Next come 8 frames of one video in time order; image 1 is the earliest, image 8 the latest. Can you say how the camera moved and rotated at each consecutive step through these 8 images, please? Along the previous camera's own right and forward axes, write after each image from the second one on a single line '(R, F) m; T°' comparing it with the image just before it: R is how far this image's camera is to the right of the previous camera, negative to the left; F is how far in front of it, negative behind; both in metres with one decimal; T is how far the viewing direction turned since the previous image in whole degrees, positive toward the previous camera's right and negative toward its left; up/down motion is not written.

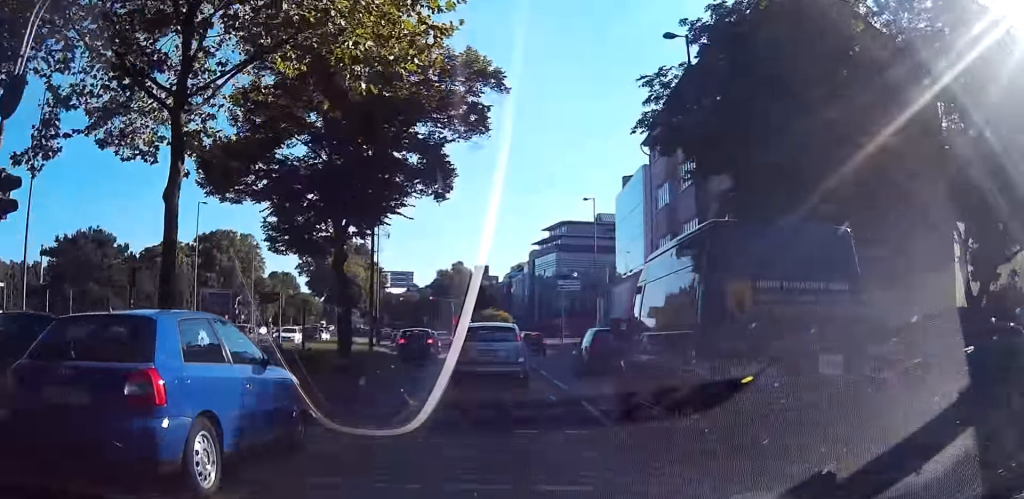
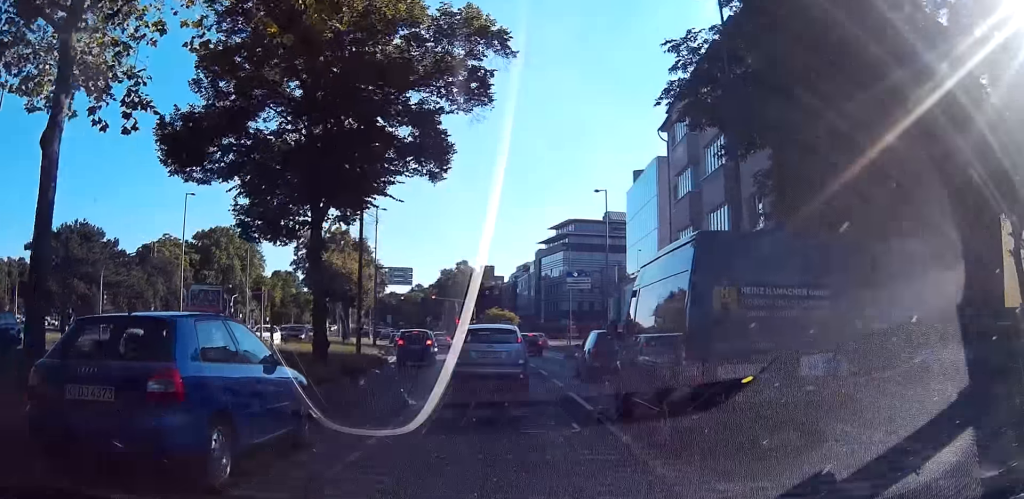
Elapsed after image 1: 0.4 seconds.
(0.0, +4.0) m; 0°
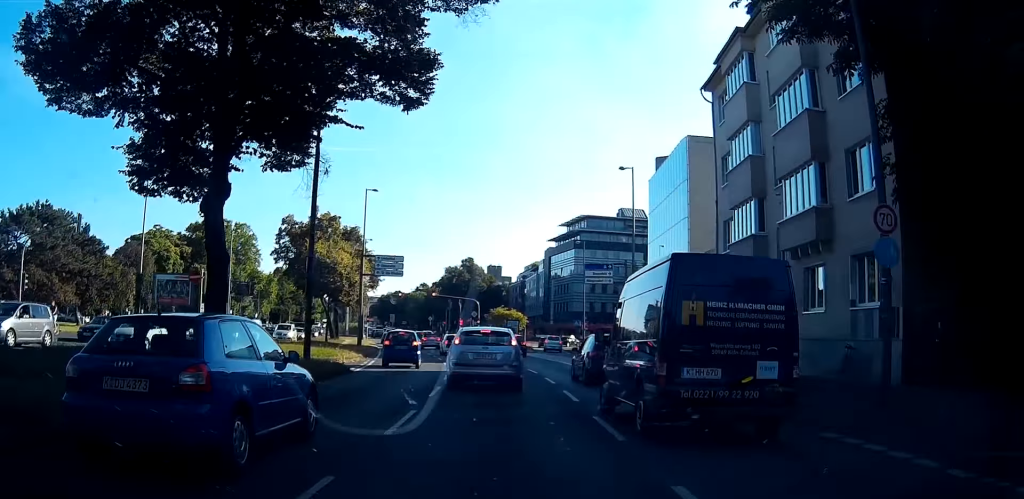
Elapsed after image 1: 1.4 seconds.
(0.0, +8.4) m; 0°
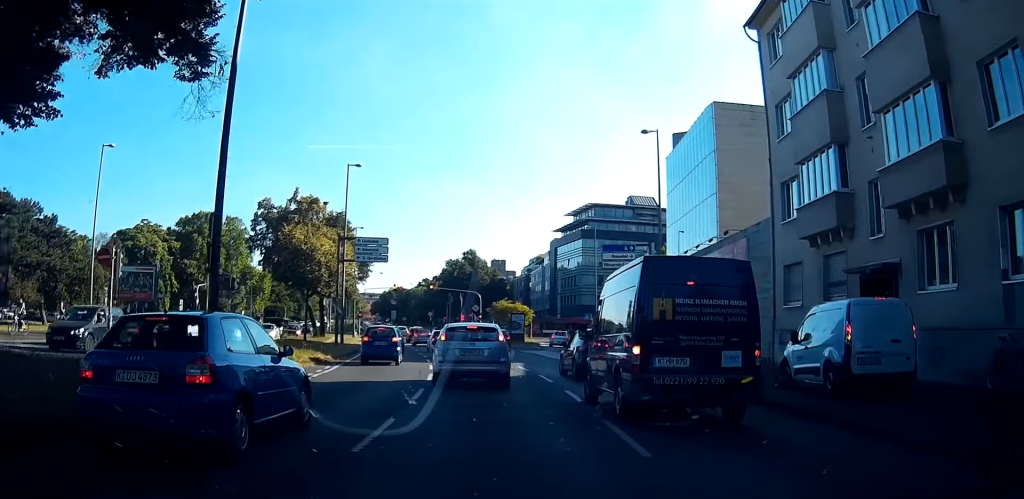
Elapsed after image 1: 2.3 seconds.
(0.0, +6.8) m; -1°
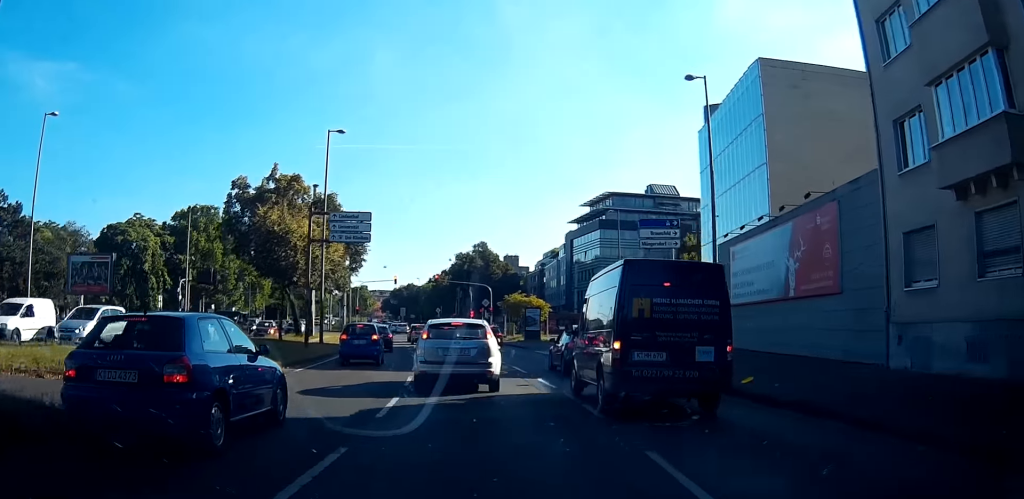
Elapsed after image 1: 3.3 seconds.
(-0.1, +7.0) m; -1°
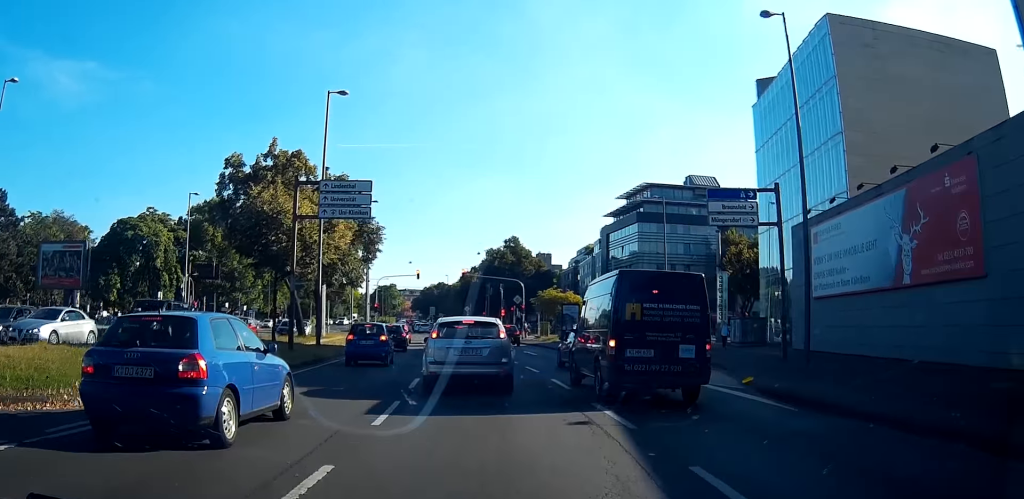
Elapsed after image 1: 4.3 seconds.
(0.0, +5.9) m; +1°
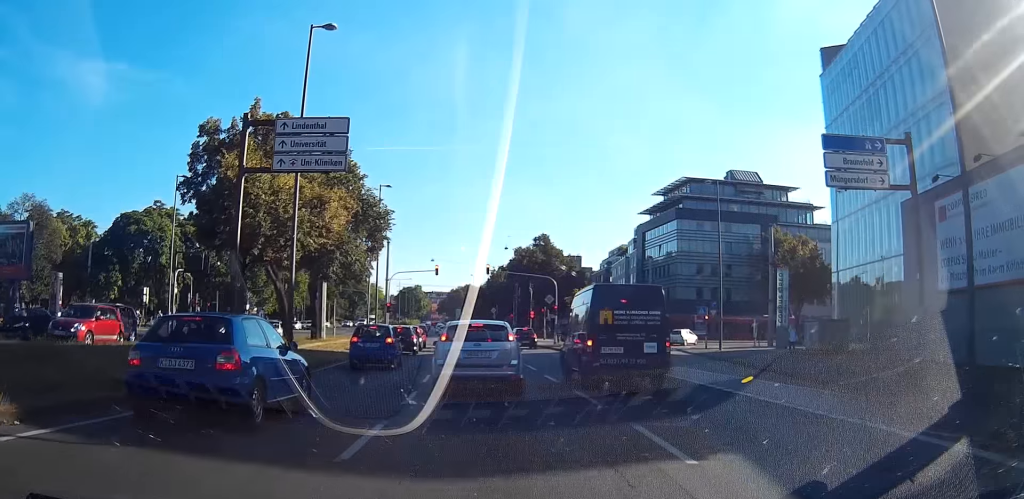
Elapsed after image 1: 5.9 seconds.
(+0.1, +7.7) m; -2°
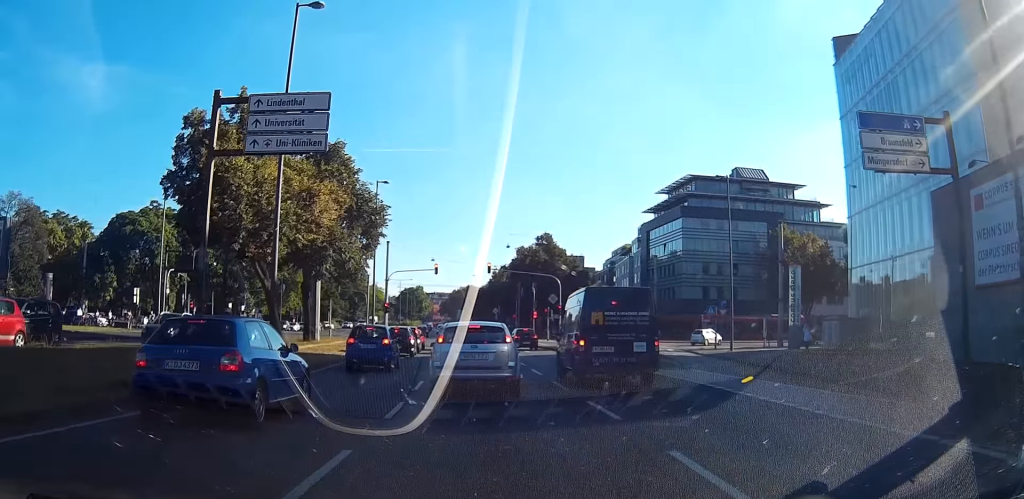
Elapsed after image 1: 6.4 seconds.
(-0.1, +1.9) m; -3°
